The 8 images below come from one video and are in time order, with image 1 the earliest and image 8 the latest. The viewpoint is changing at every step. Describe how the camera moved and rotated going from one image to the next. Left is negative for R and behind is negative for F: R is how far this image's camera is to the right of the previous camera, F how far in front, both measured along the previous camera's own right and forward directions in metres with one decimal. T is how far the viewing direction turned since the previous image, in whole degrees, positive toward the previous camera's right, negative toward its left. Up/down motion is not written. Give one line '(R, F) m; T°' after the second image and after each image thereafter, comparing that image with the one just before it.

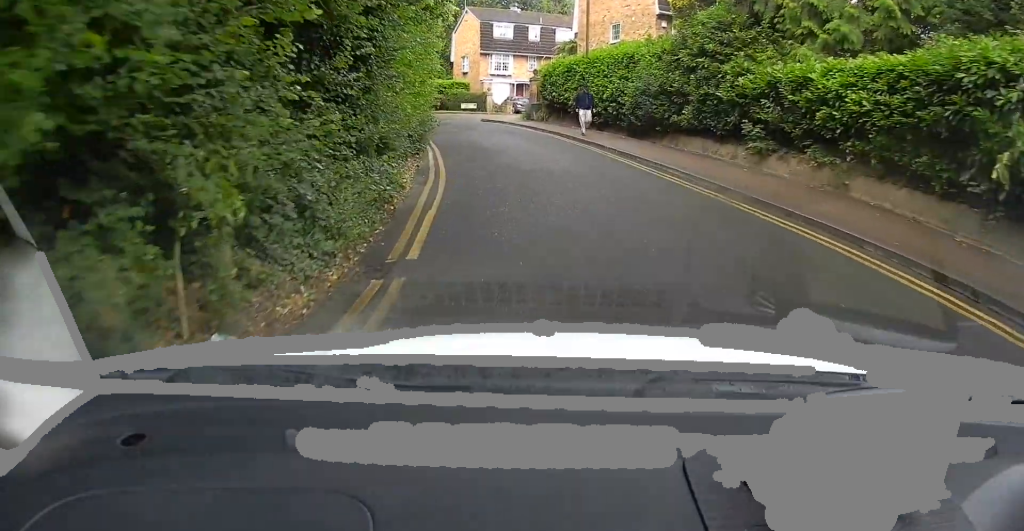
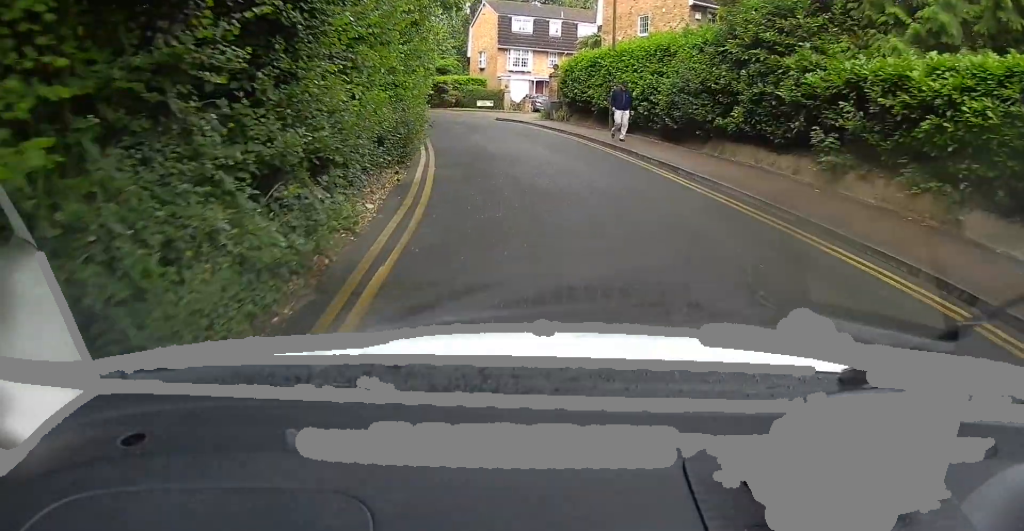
(-0.1, +3.2) m; -3°
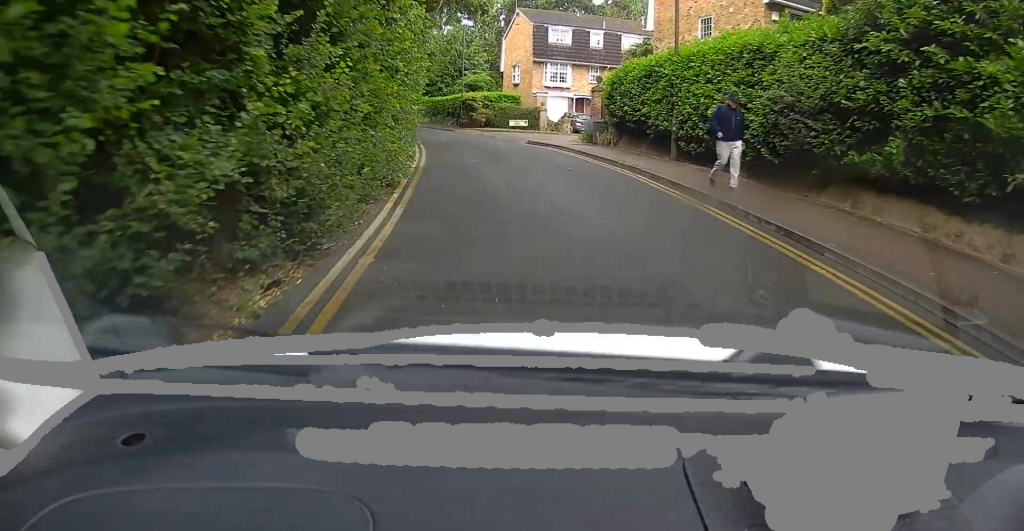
(-0.3, +5.9) m; -6°
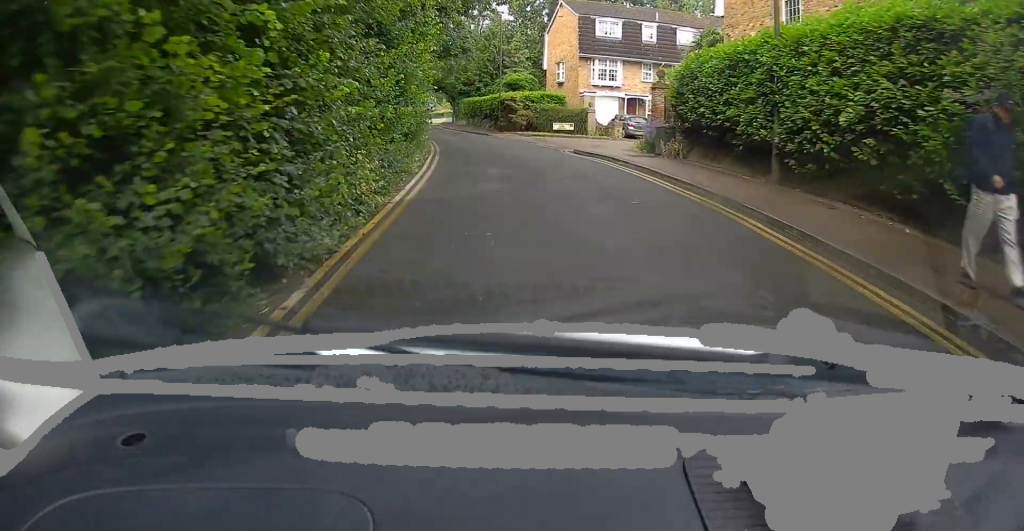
(-0.3, +5.6) m; -3°
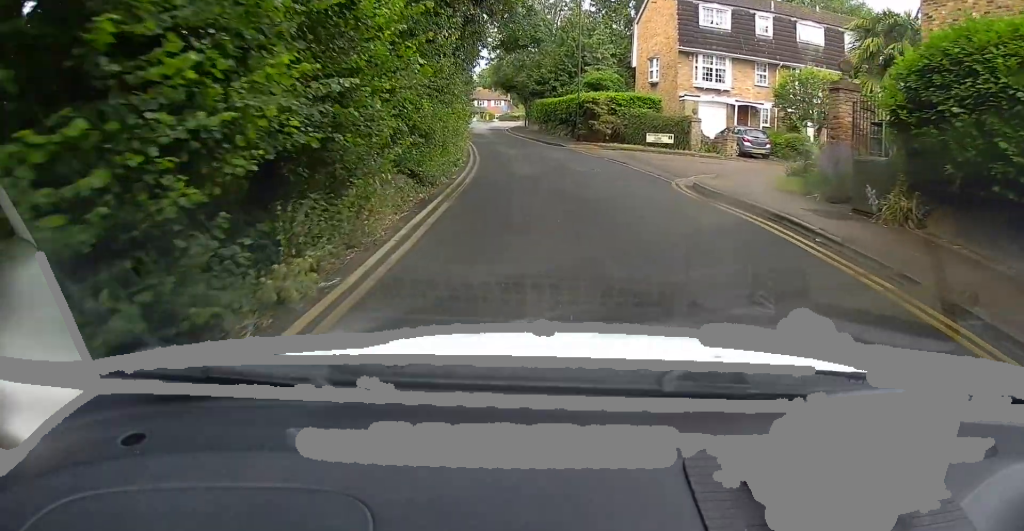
(+0.1, +10.2) m; +3°
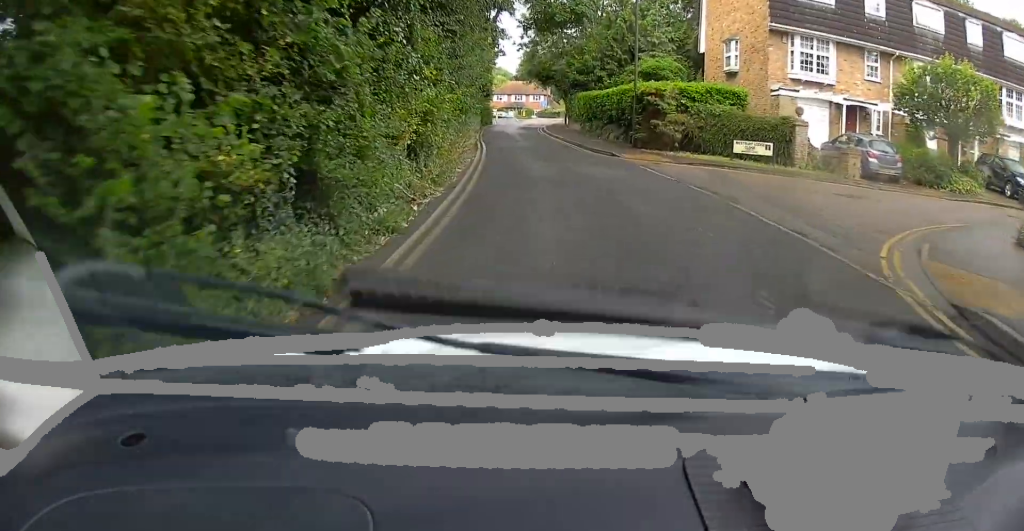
(-0.4, +9.5) m; -8°
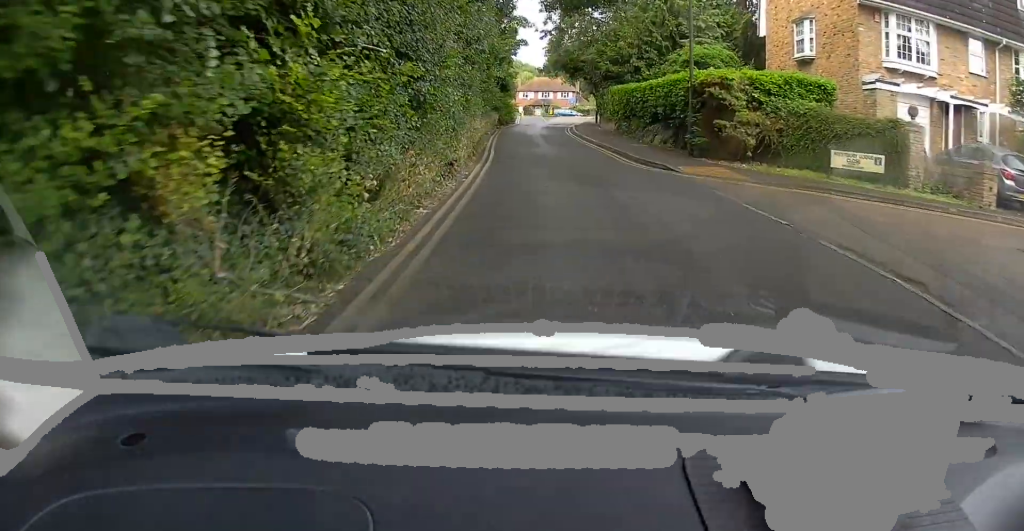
(-0.4, +6.5) m; -5°
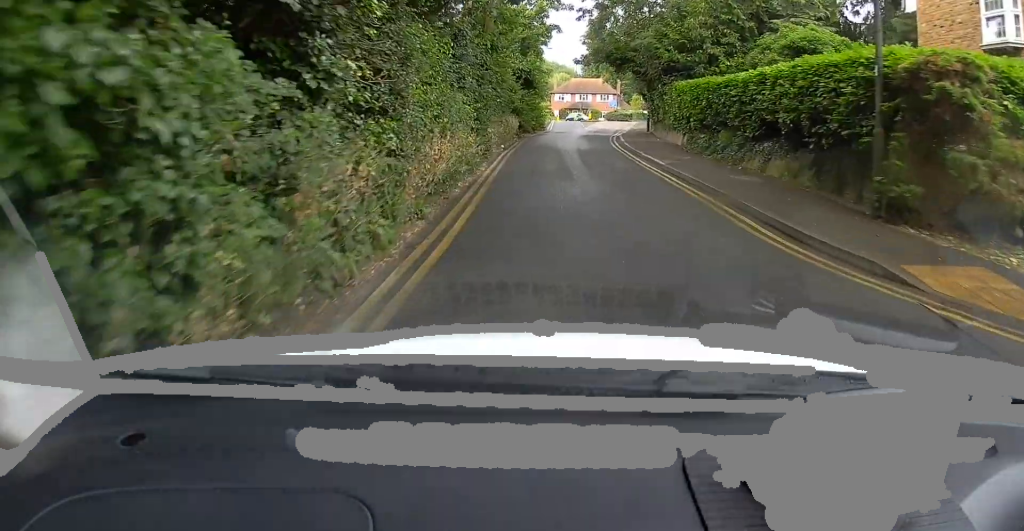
(0.0, +10.3) m; +3°
